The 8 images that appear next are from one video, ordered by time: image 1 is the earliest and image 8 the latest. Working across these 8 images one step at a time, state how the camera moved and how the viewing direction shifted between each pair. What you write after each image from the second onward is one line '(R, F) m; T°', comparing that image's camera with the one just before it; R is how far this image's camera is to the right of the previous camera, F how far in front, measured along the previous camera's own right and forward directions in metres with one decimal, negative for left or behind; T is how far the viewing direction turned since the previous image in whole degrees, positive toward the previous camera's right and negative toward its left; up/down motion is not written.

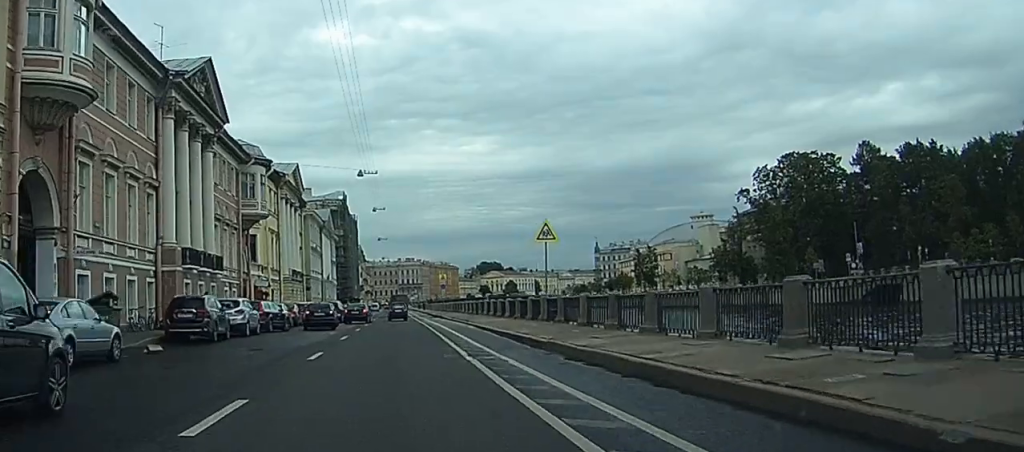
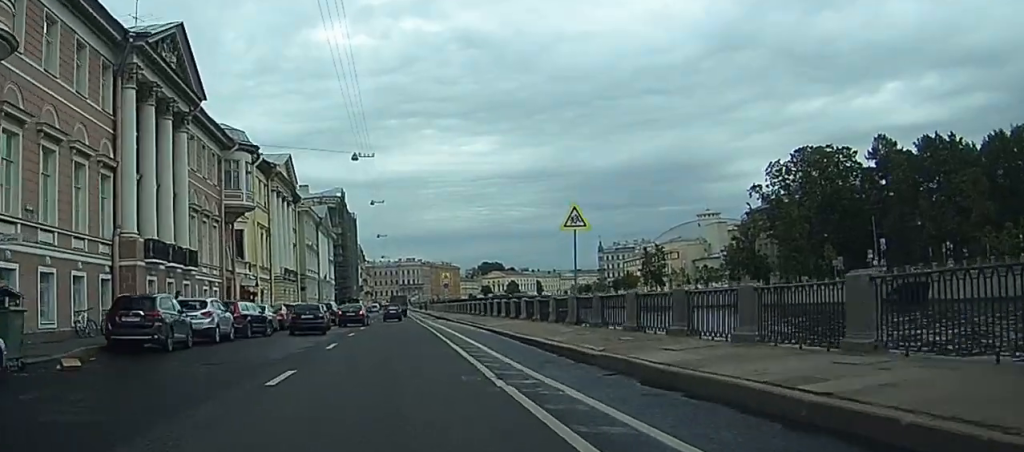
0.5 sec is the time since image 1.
(0.0, +5.7) m; 0°
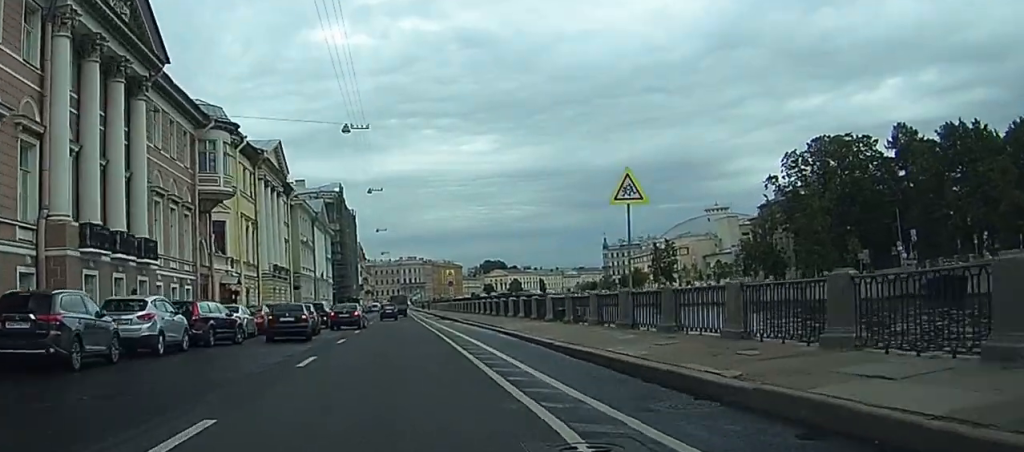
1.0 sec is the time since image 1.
(0.0, +6.8) m; -1°
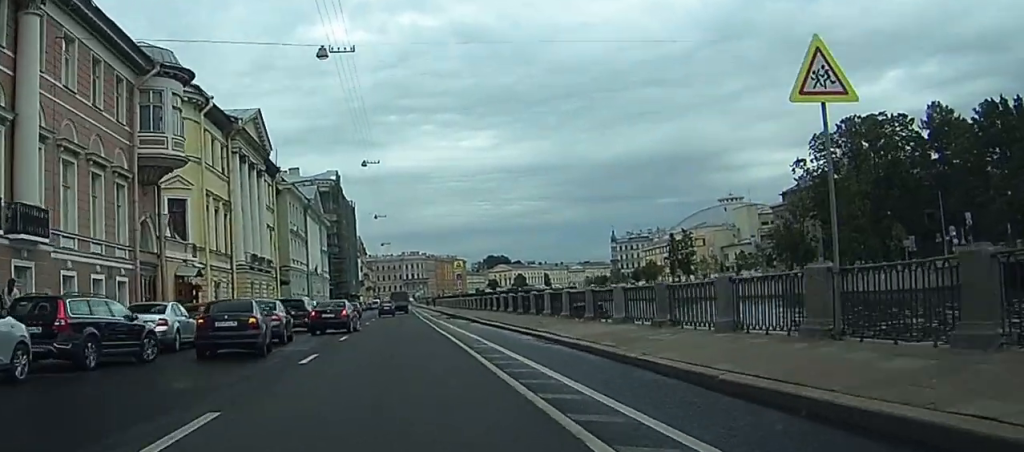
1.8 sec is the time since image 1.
(-0.1, +10.5) m; -1°
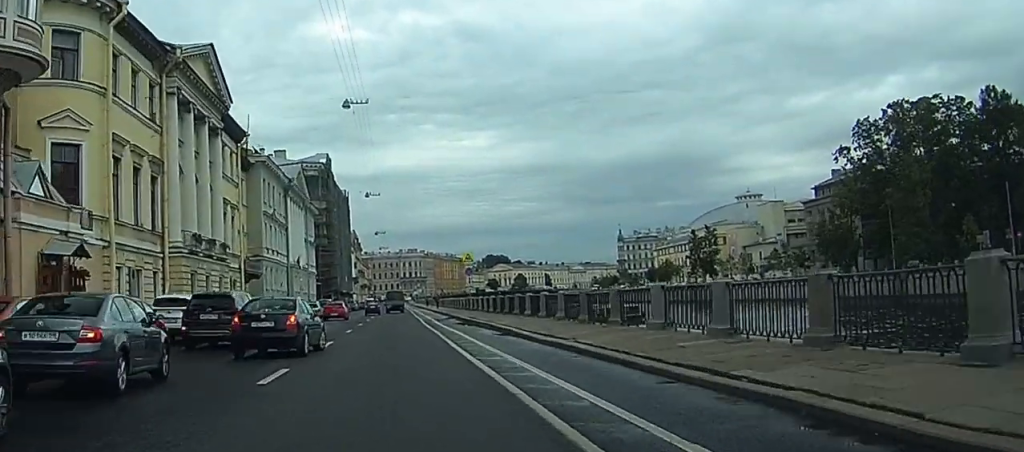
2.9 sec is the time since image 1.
(-0.1, +15.3) m; +1°
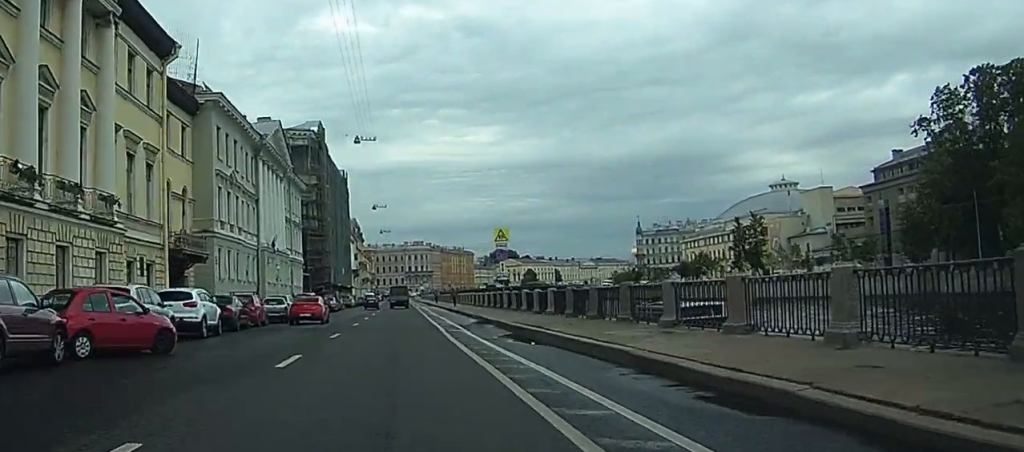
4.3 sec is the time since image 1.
(+0.5, +20.8) m; +2°
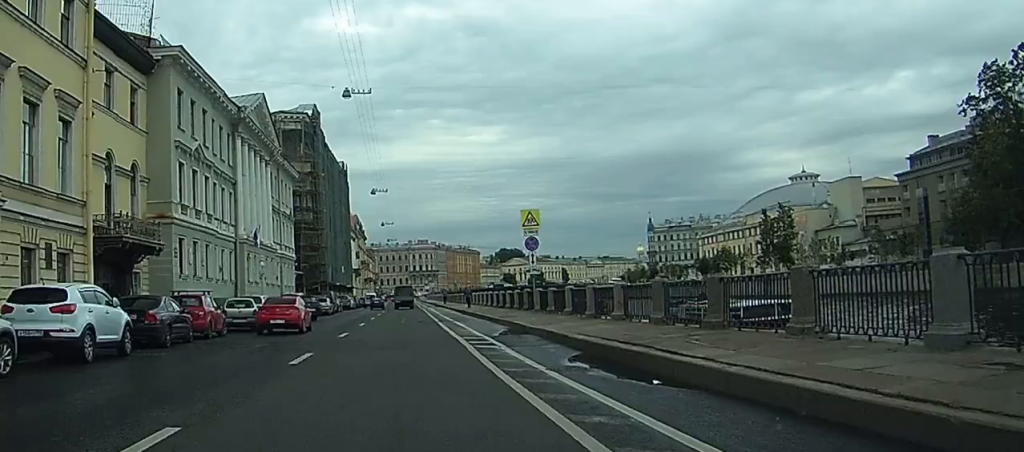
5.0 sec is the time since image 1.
(+0.1, +10.8) m; 0°
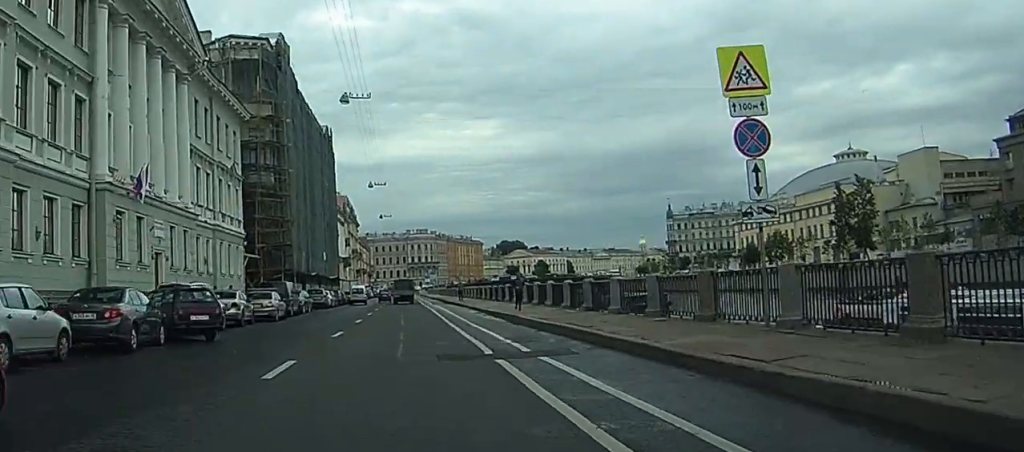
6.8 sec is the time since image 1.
(-0.1, +28.4) m; 0°
